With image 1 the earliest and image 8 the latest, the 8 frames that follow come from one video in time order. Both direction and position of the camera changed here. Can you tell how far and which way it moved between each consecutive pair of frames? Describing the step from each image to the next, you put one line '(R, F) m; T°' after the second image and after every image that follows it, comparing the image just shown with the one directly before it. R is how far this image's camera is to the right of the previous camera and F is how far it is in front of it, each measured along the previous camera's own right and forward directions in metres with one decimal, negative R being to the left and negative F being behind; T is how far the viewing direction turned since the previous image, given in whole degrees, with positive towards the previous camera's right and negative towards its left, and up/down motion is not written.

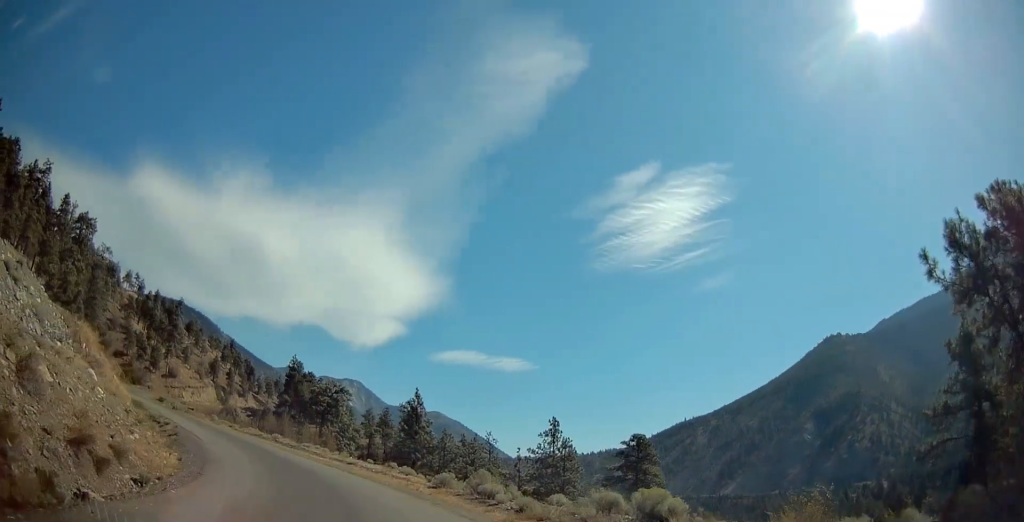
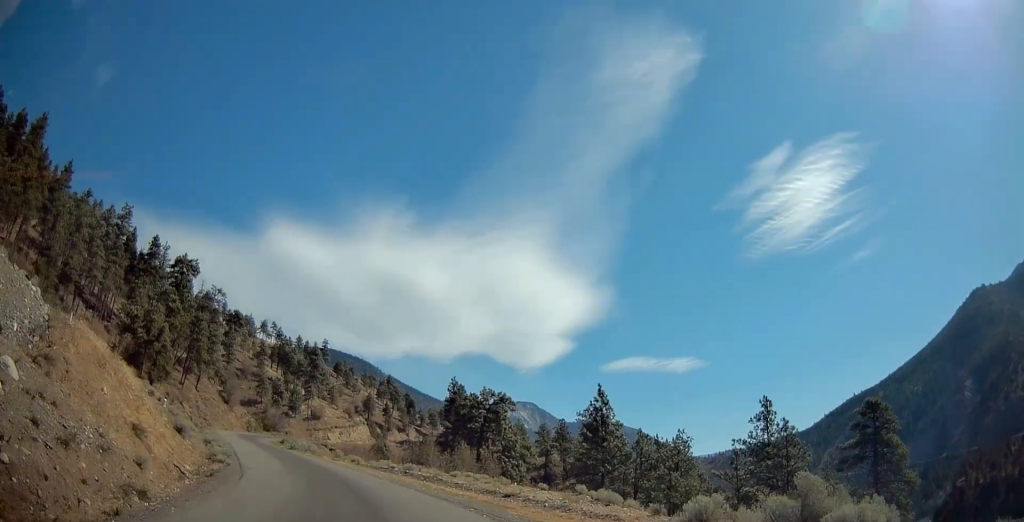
(-2.5, +11.2) m; -24°
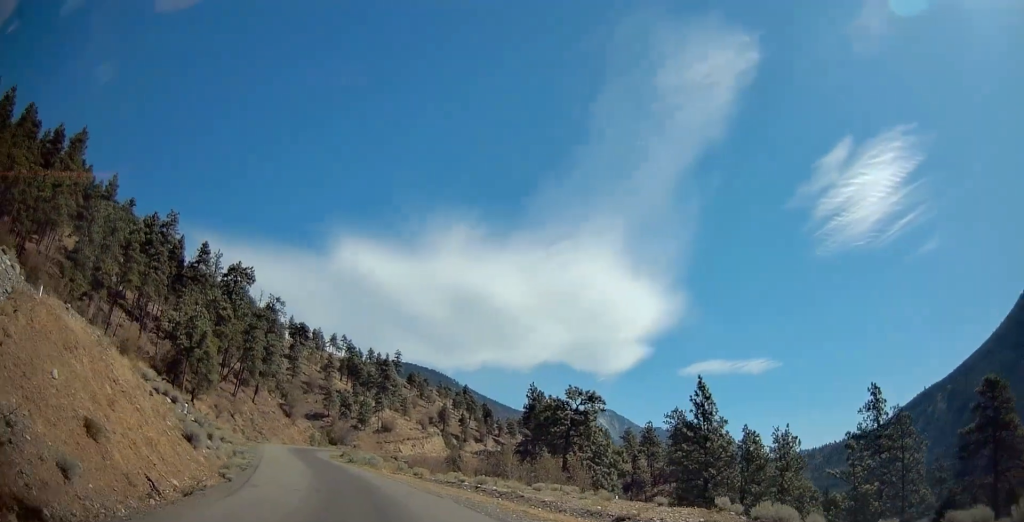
(-0.5, +5.5) m; -9°
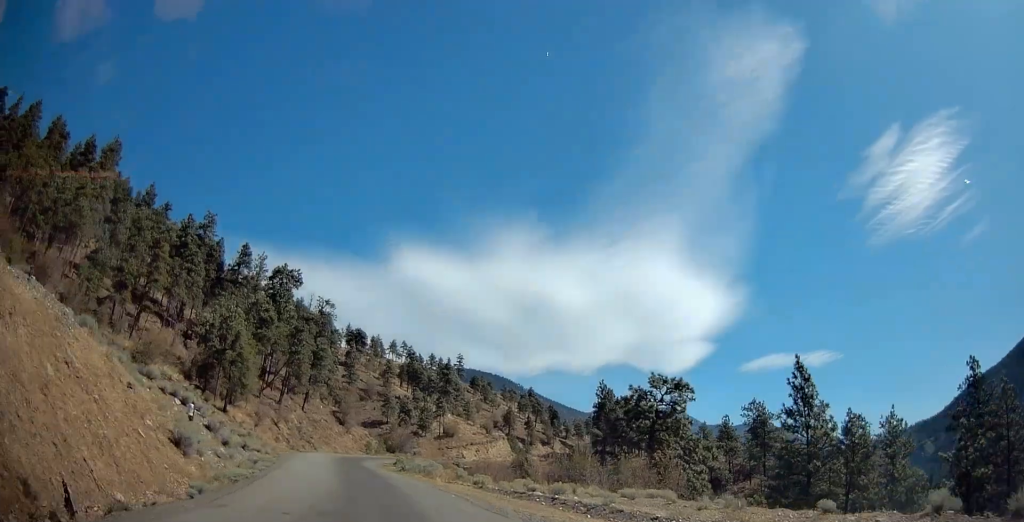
(-0.2, +5.2) m; -7°
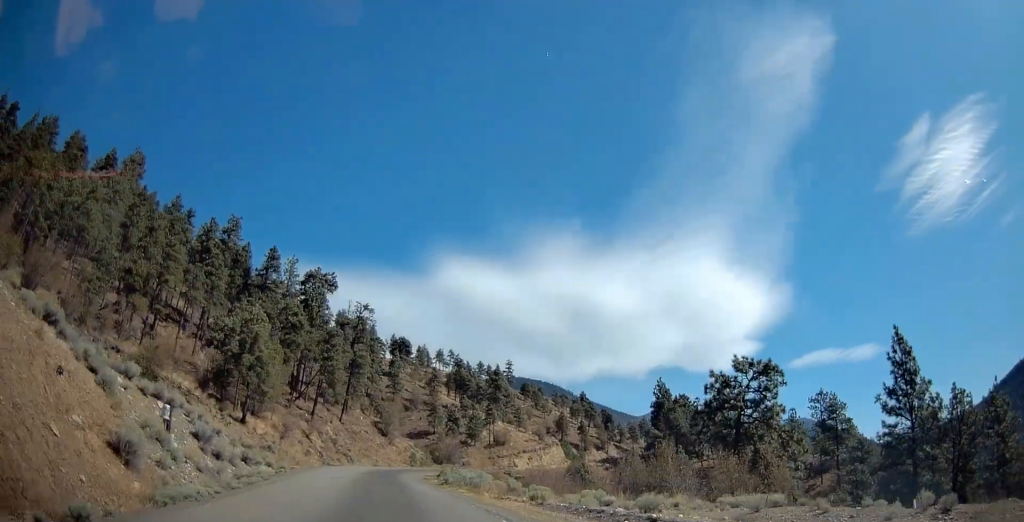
(-0.5, +5.9) m; -5°
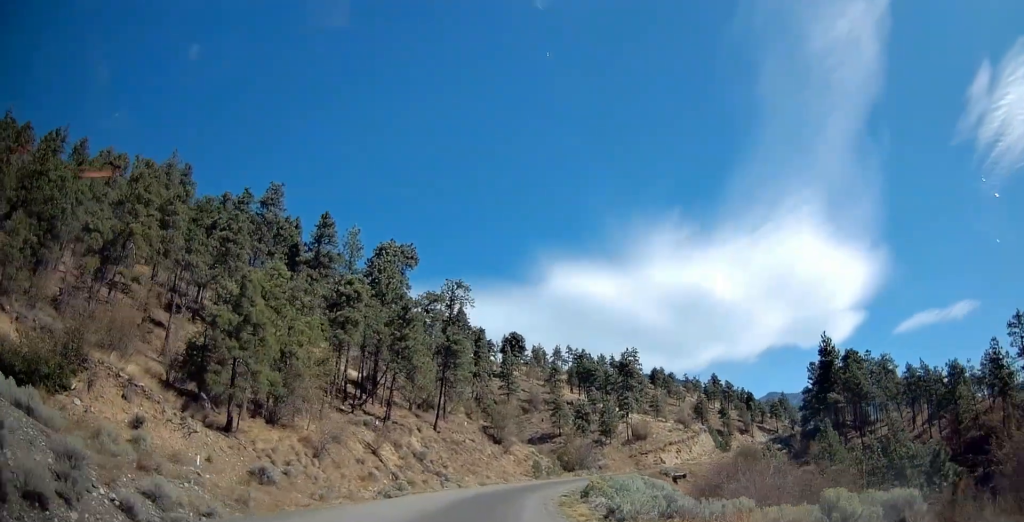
(-2.3, +21.1) m; -10°
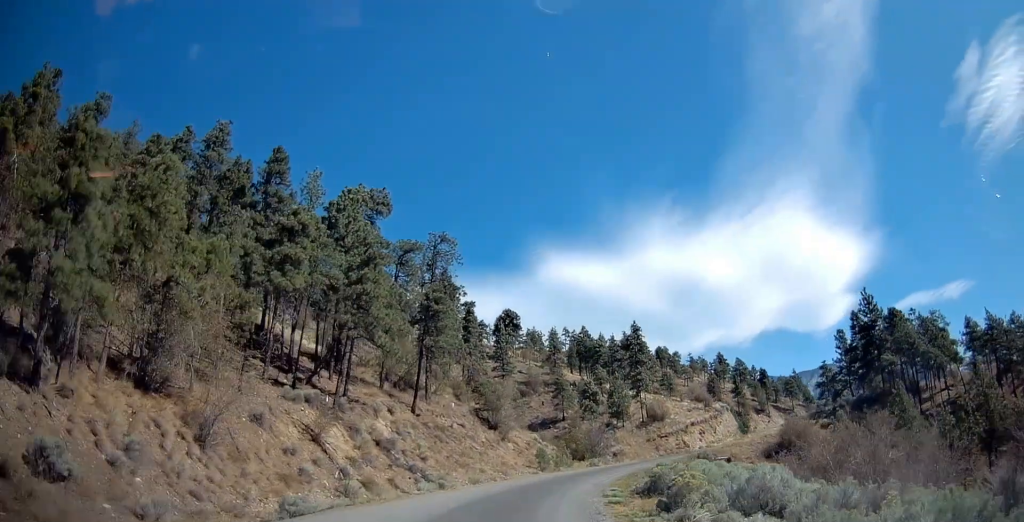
(-0.5, +13.5) m; -3°
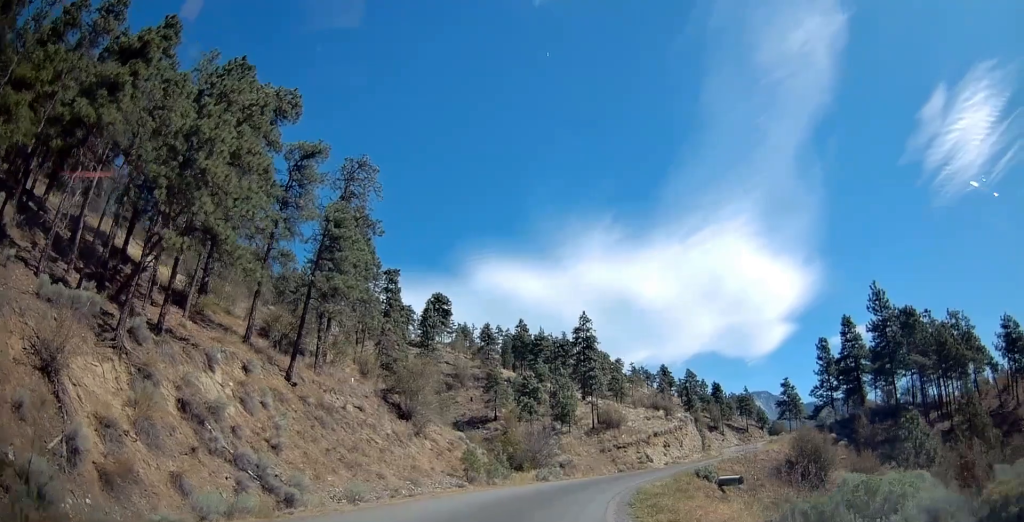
(-0.1, +16.6) m; +4°
